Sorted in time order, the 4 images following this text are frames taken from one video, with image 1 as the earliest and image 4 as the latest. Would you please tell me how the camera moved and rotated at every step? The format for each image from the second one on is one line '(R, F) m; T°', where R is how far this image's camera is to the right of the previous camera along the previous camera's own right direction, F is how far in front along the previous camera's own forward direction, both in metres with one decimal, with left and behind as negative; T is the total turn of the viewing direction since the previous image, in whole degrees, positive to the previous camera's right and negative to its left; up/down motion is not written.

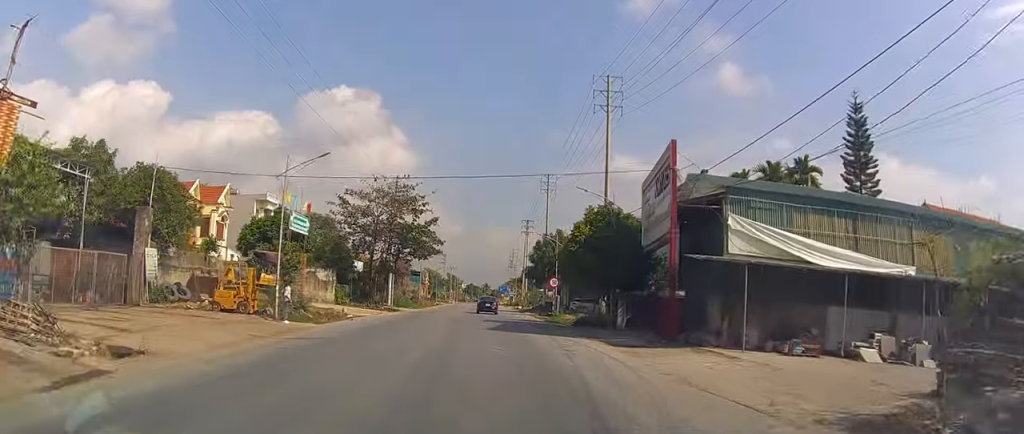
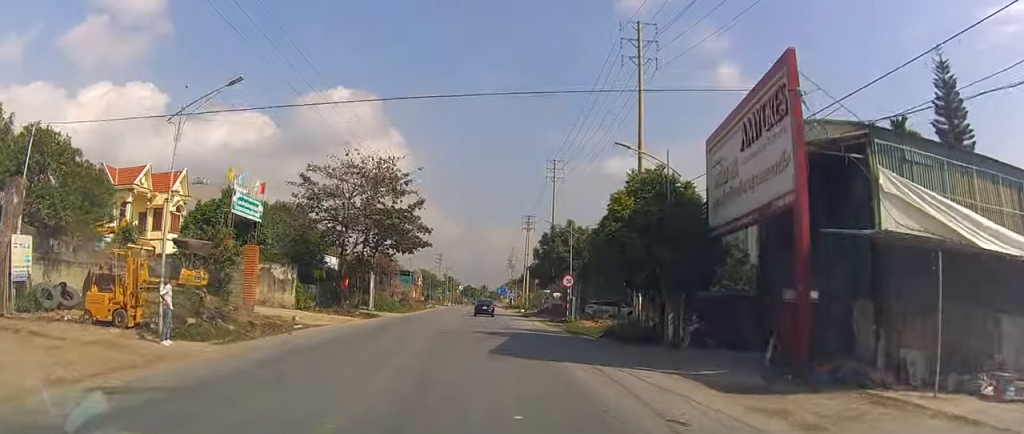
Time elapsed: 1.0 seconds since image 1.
(+0.1, +11.5) m; +2°
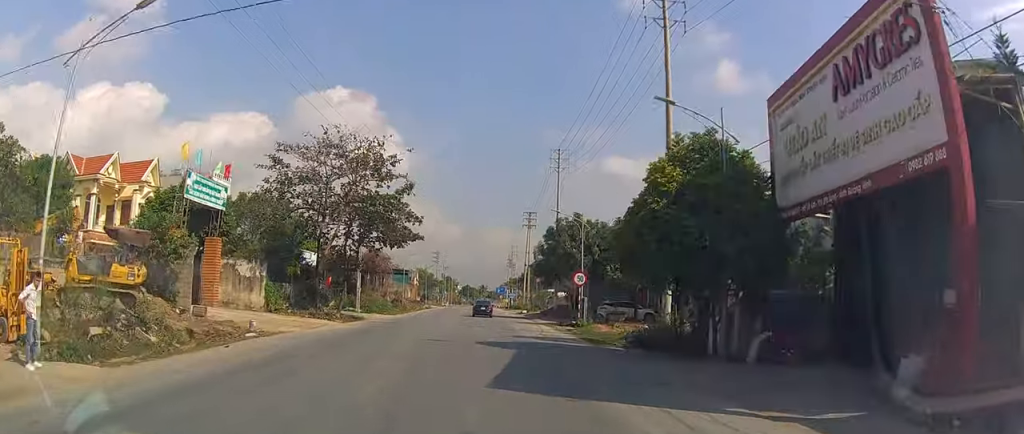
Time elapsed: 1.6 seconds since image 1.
(+0.2, +6.5) m; +1°
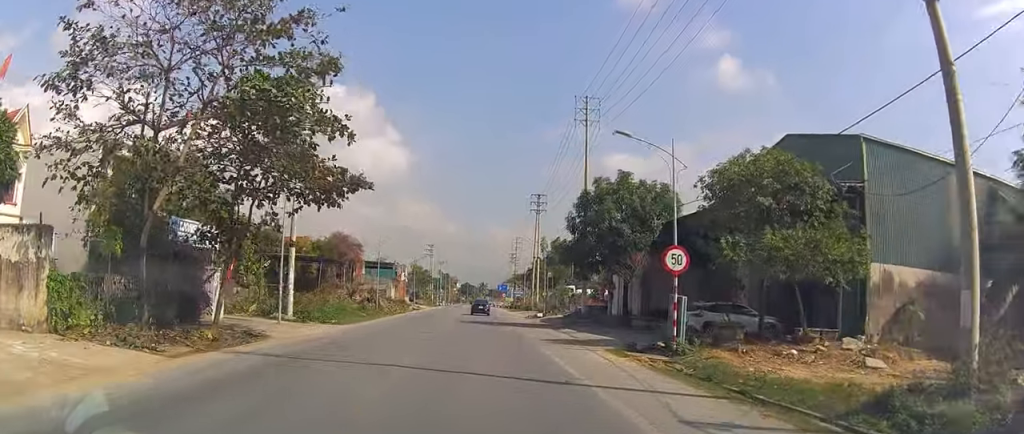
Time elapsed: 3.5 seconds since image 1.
(-1.3, +19.3) m; -3°
